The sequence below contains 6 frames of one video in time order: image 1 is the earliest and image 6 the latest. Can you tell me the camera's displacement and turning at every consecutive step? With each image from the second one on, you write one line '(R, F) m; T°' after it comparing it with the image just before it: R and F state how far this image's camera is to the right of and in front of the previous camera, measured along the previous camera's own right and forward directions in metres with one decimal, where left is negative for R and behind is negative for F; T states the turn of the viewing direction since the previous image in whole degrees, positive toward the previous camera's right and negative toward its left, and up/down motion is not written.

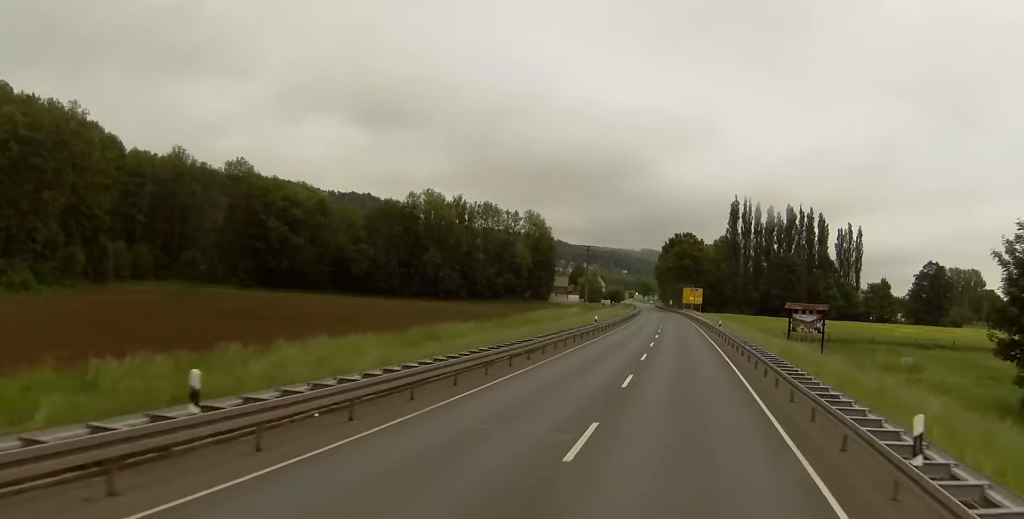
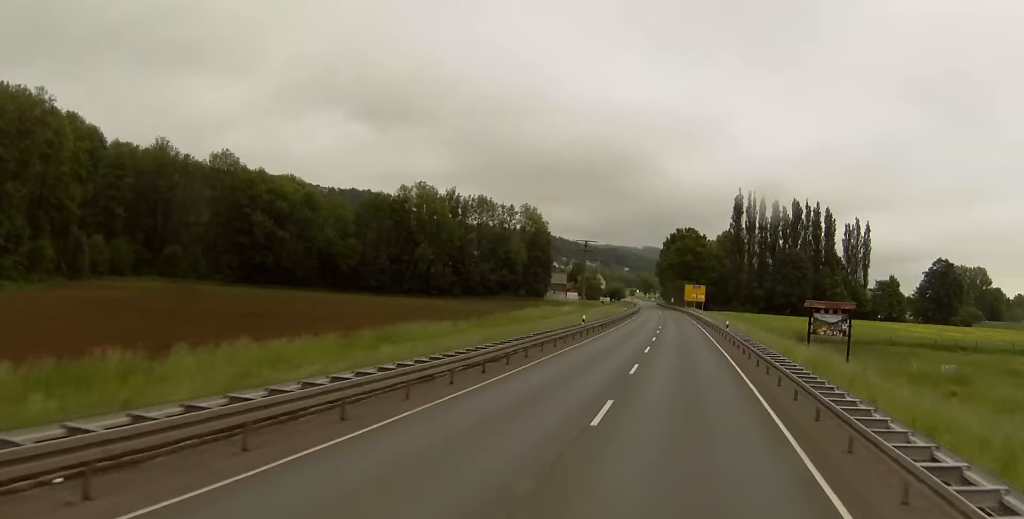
(-0.1, +10.6) m; 0°
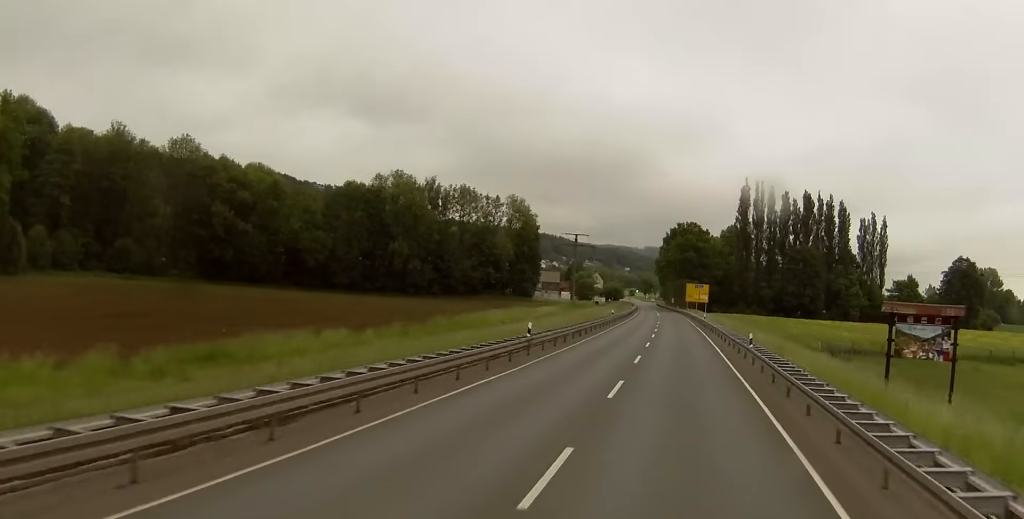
(-0.2, +22.8) m; -1°
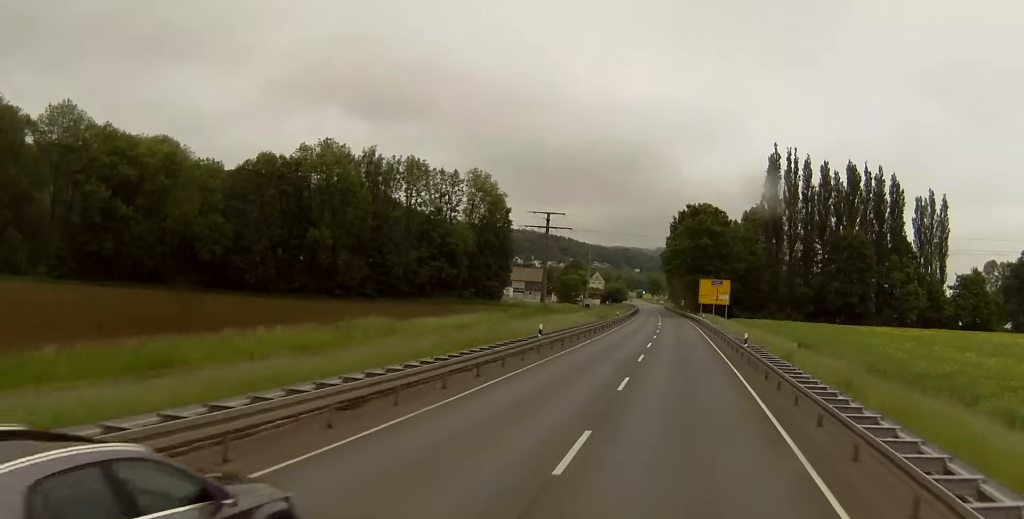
(-0.6, +50.0) m; -1°
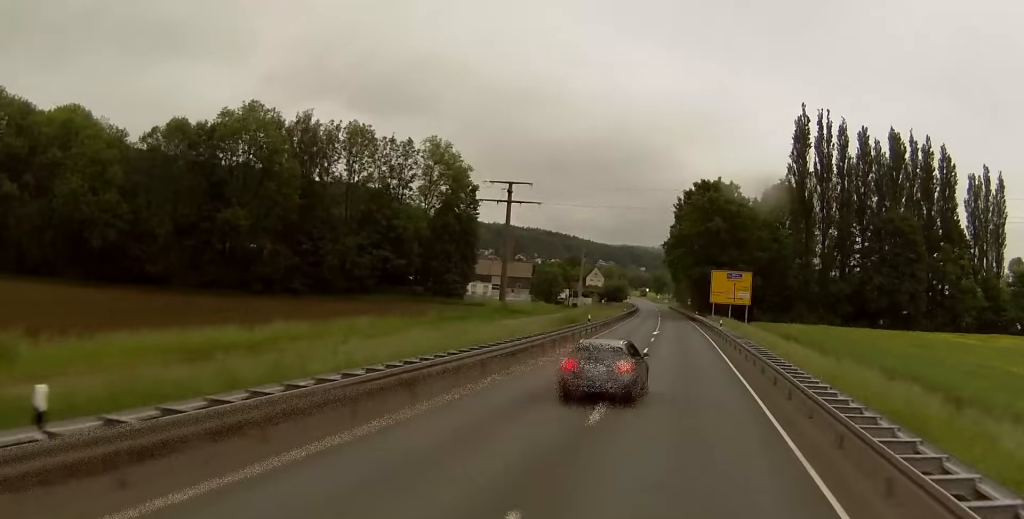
(0.0, +30.8) m; 0°
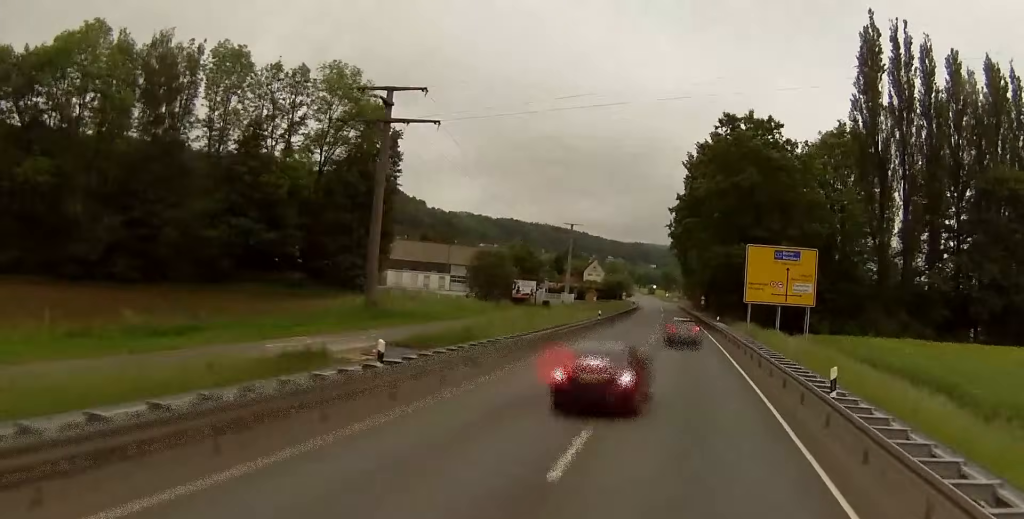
(0.0, +40.3) m; 0°
